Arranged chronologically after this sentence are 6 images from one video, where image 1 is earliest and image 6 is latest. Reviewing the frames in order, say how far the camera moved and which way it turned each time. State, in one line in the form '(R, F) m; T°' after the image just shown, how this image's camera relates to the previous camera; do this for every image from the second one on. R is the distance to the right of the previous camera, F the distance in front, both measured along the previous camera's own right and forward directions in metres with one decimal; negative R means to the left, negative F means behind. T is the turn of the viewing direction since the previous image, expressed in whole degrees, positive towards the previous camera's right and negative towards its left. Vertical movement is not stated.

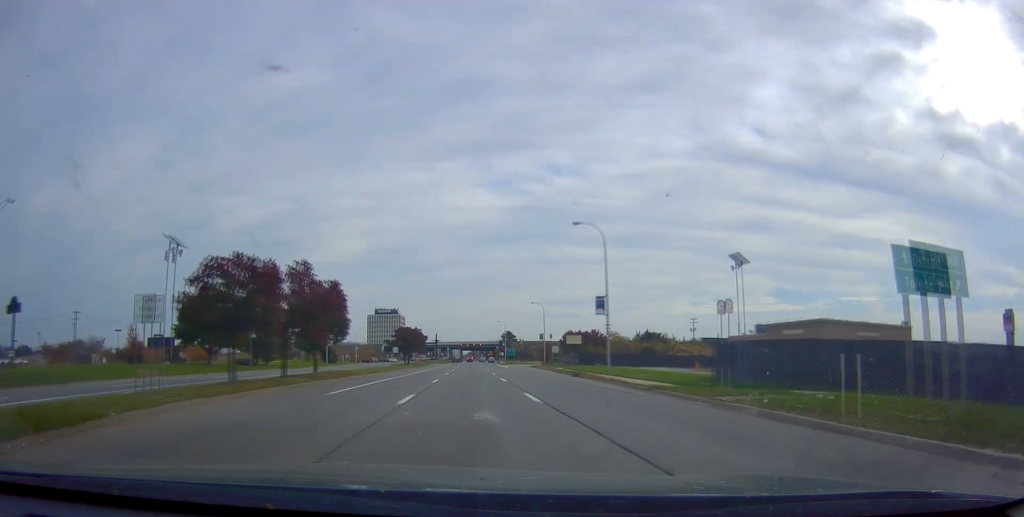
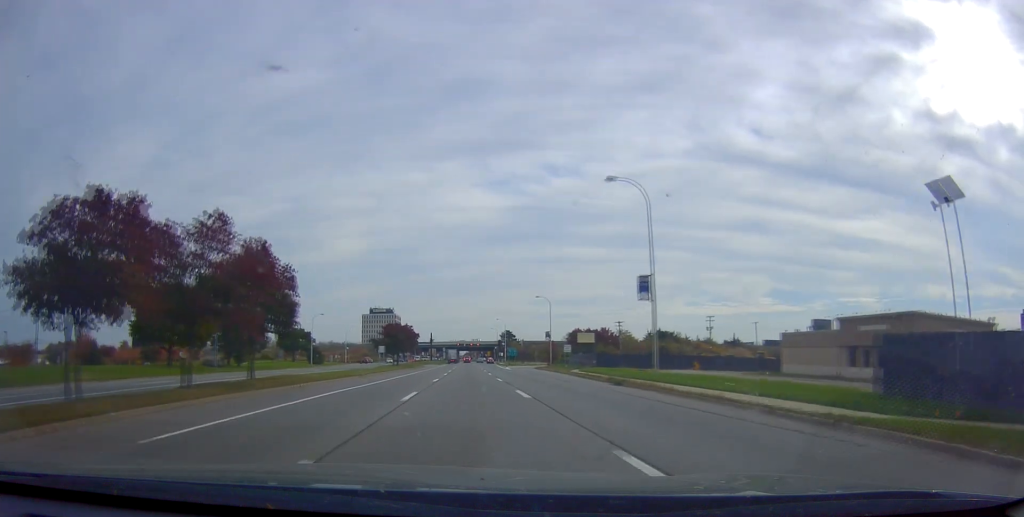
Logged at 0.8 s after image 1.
(-0.1, +13.0) m; -1°
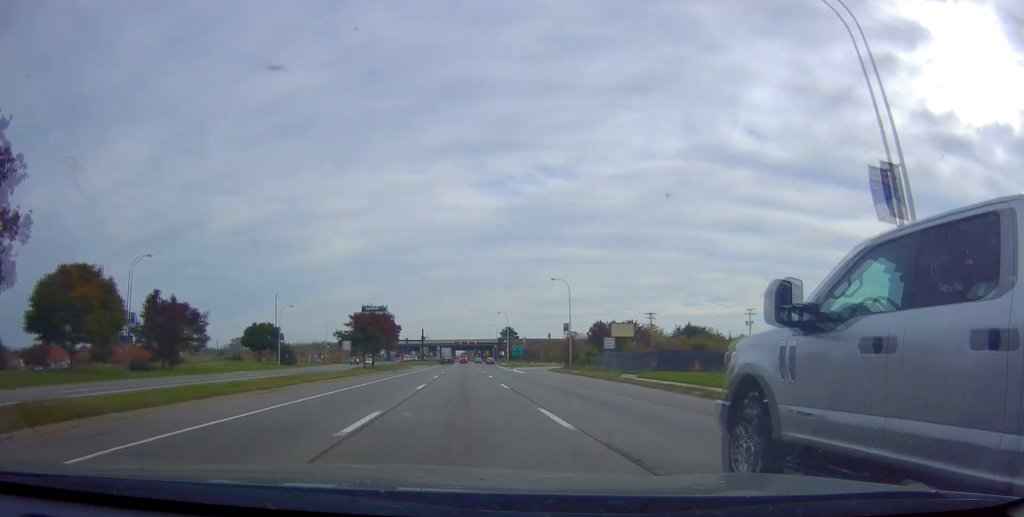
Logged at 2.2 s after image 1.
(-0.5, +23.0) m; 0°
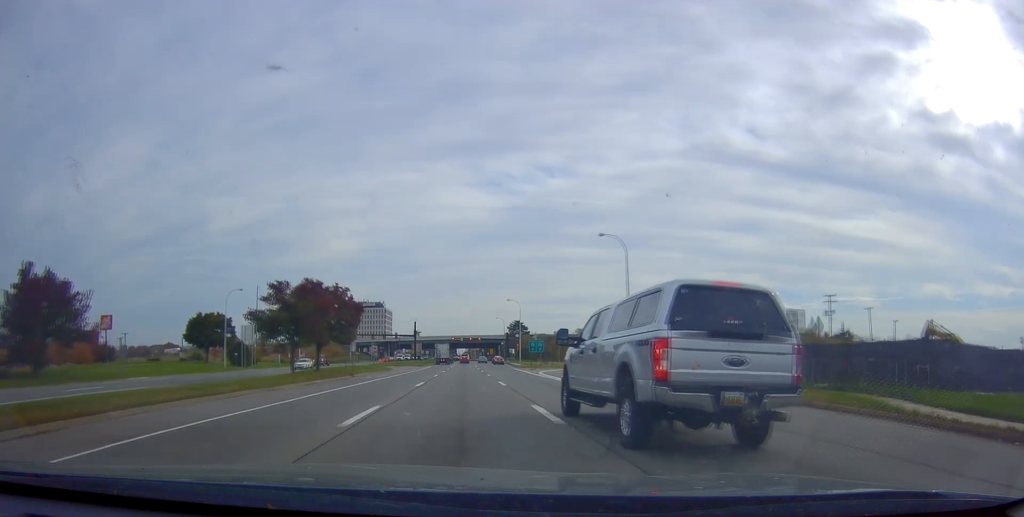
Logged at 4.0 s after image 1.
(+0.3, +29.3) m; -1°
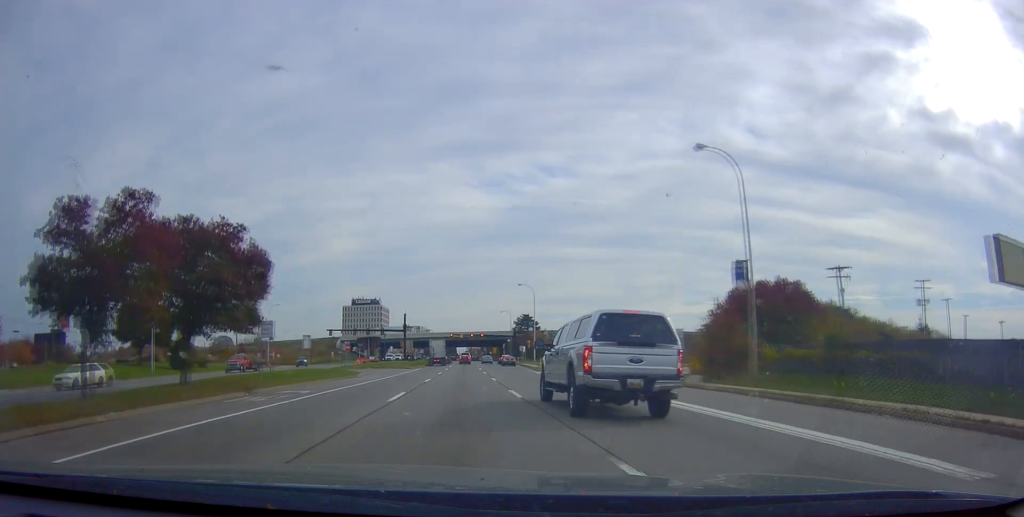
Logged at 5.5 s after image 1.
(-0.4, +23.9) m; -1°
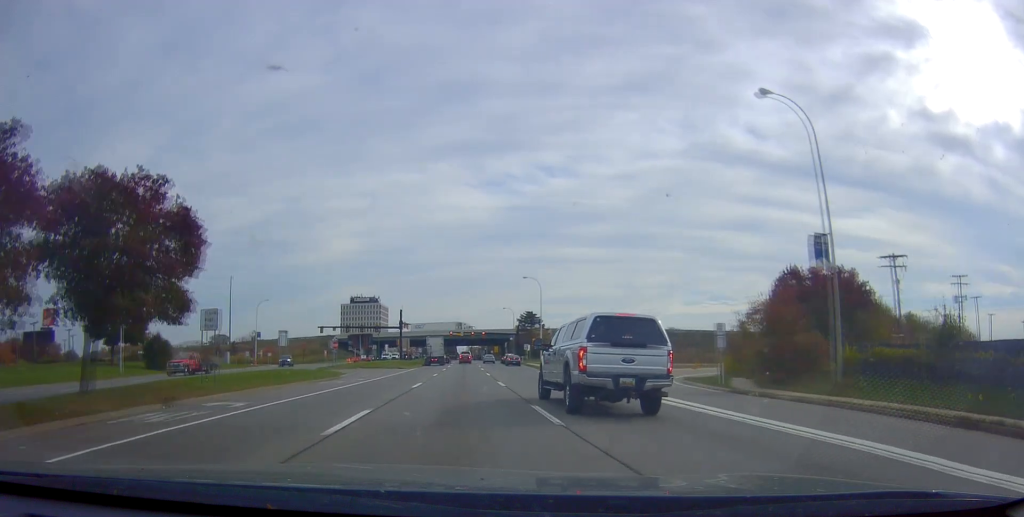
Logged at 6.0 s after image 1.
(0.0, +7.6) m; +1°
